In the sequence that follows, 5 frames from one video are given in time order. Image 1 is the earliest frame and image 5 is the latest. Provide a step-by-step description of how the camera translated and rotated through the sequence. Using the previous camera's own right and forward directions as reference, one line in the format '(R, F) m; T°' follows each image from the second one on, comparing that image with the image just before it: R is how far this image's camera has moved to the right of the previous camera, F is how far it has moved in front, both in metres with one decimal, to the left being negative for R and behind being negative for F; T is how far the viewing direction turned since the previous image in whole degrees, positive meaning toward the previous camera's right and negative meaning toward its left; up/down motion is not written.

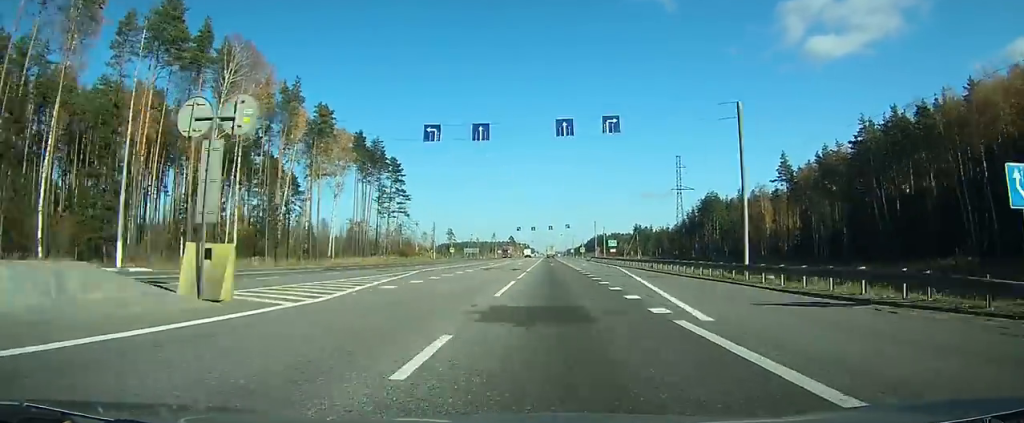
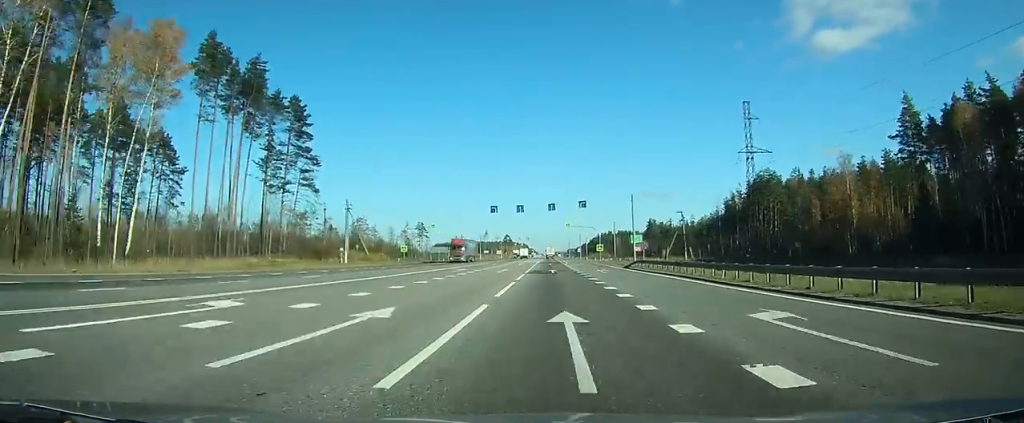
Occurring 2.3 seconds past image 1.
(+0.4, +61.3) m; 0°
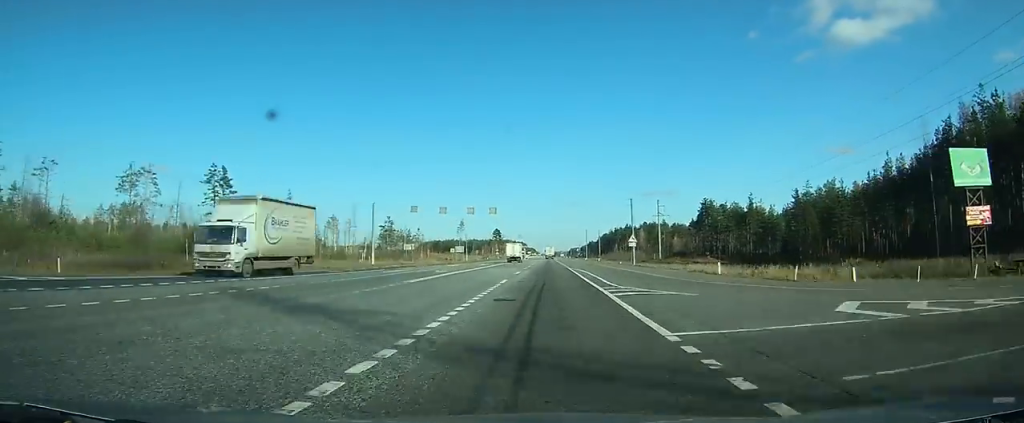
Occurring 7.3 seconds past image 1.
(-0.1, +125.0) m; 0°
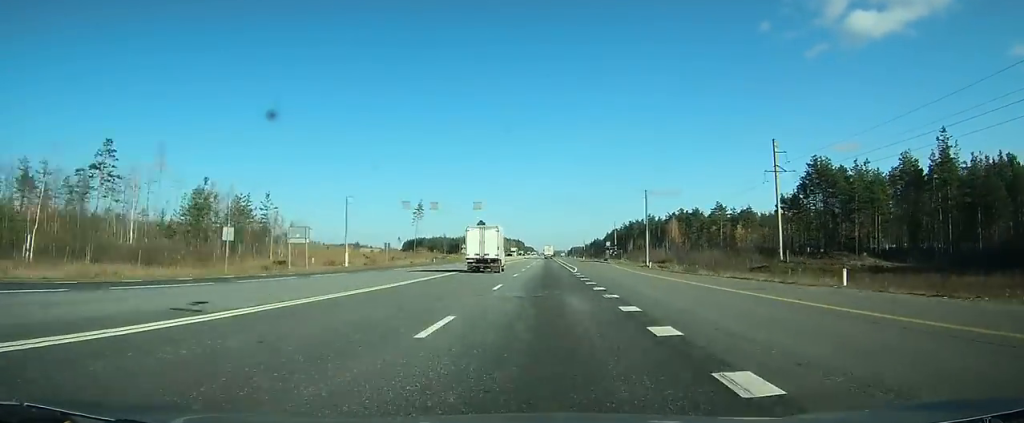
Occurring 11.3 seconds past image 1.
(-0.4, +99.2) m; 0°
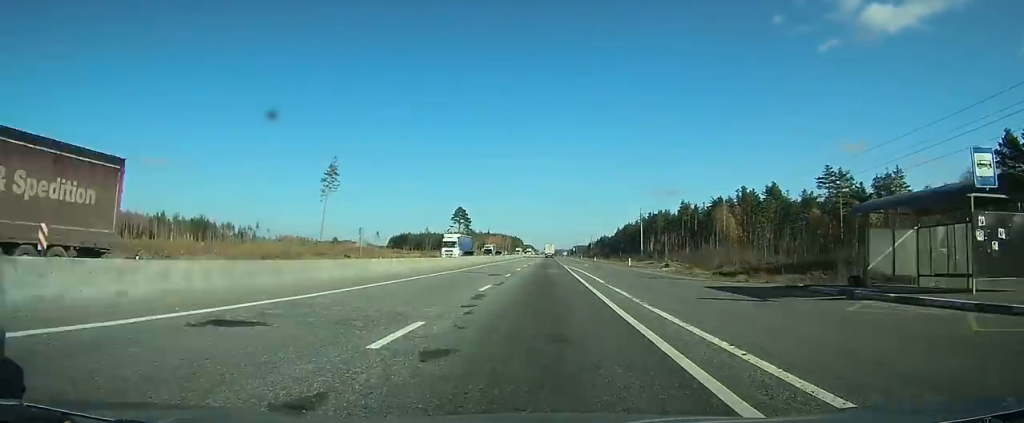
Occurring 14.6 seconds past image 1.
(+0.3, +87.3) m; 0°
